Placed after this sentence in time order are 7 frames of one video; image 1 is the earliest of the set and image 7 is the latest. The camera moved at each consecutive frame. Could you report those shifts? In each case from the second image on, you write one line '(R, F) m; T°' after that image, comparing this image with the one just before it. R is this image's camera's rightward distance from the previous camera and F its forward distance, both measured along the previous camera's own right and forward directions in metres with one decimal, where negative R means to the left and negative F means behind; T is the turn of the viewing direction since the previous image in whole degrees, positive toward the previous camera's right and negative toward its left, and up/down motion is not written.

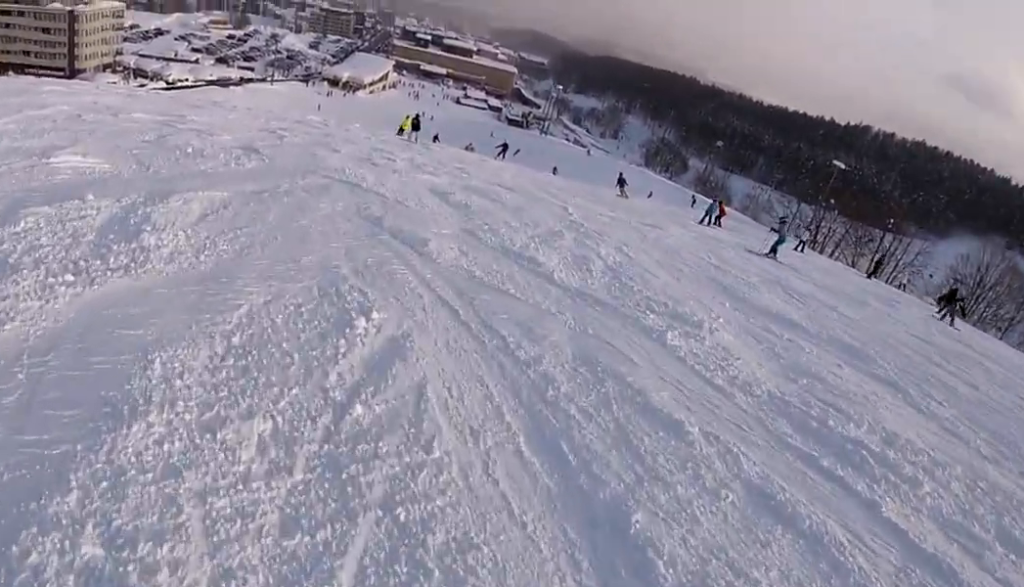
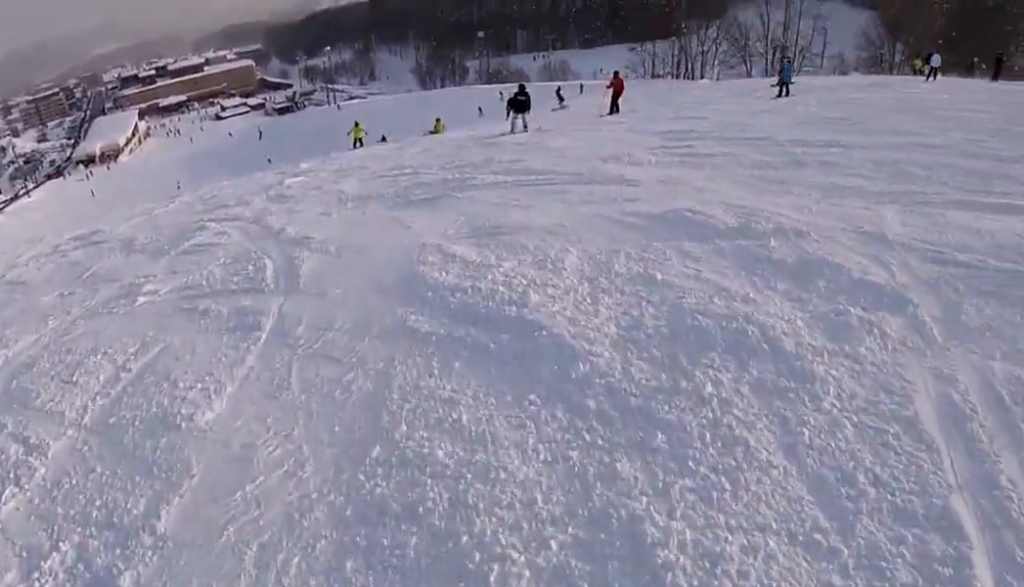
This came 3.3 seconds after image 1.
(+6.0, +21.2) m; +45°
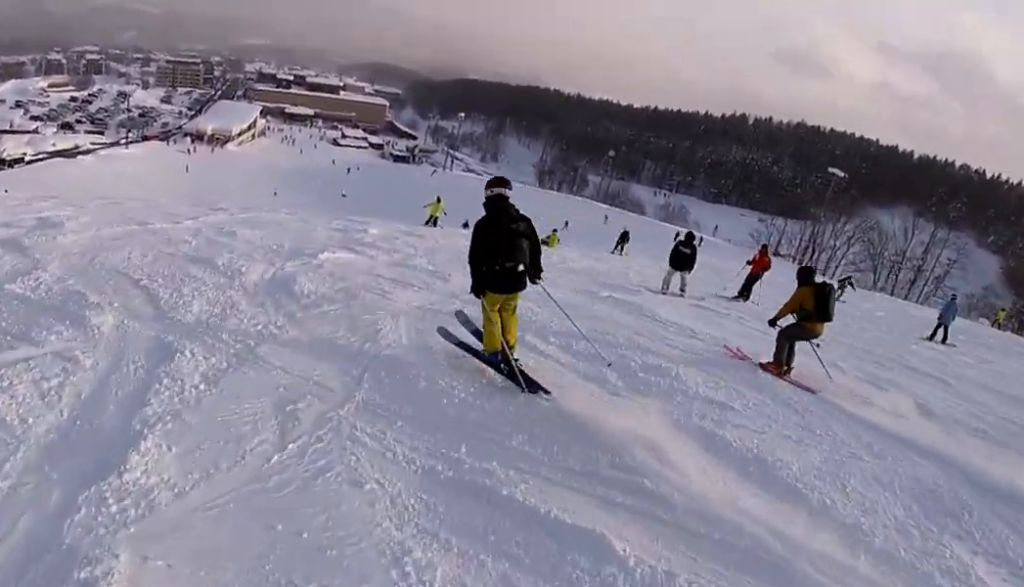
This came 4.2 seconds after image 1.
(+0.1, +6.7) m; -11°
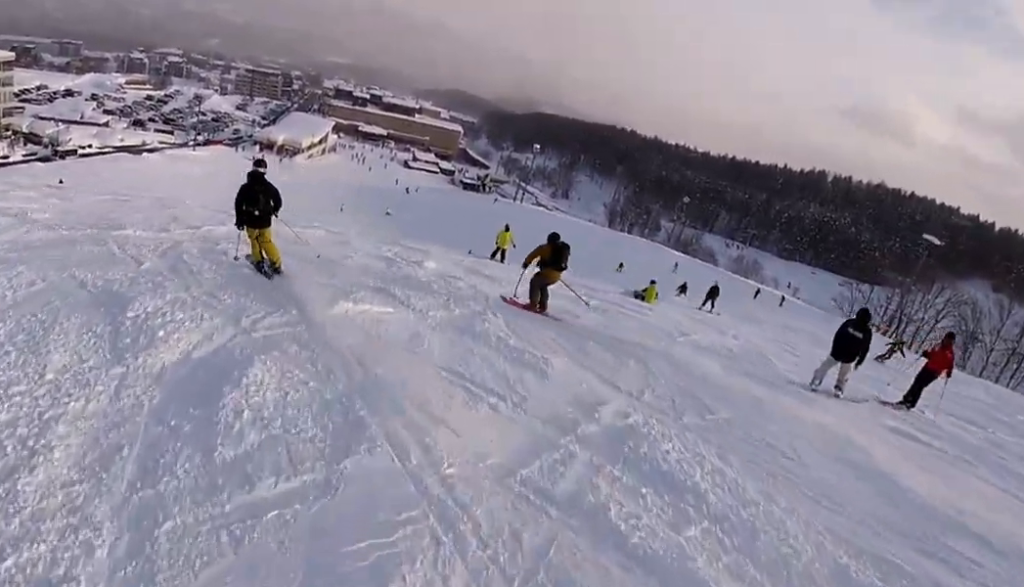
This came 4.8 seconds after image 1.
(-0.8, +4.3) m; -15°
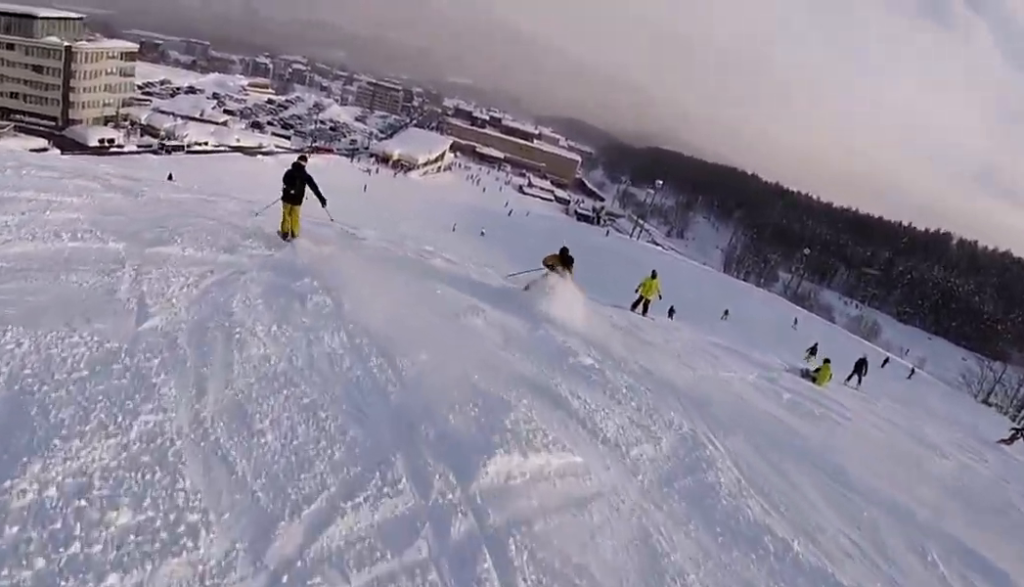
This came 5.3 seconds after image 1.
(0.0, +3.3) m; -12°
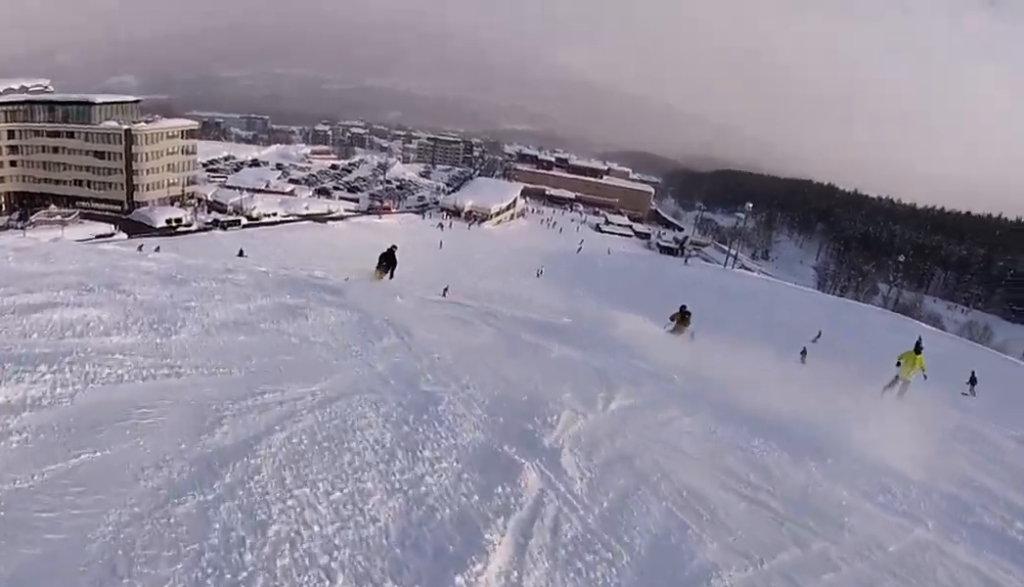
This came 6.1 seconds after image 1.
(-1.3, +6.3) m; -2°
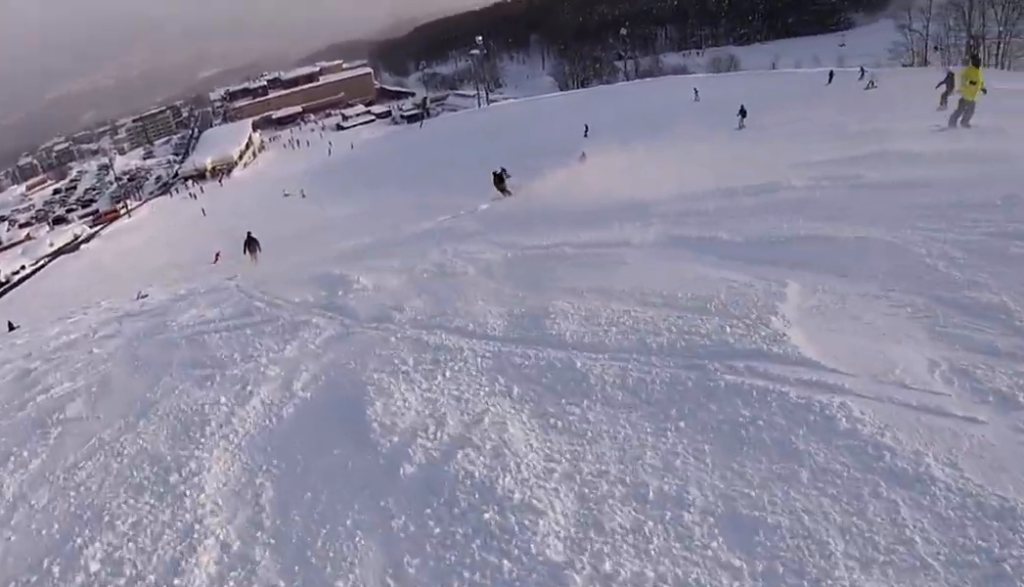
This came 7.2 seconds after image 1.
(+1.0, +7.8) m; +22°
